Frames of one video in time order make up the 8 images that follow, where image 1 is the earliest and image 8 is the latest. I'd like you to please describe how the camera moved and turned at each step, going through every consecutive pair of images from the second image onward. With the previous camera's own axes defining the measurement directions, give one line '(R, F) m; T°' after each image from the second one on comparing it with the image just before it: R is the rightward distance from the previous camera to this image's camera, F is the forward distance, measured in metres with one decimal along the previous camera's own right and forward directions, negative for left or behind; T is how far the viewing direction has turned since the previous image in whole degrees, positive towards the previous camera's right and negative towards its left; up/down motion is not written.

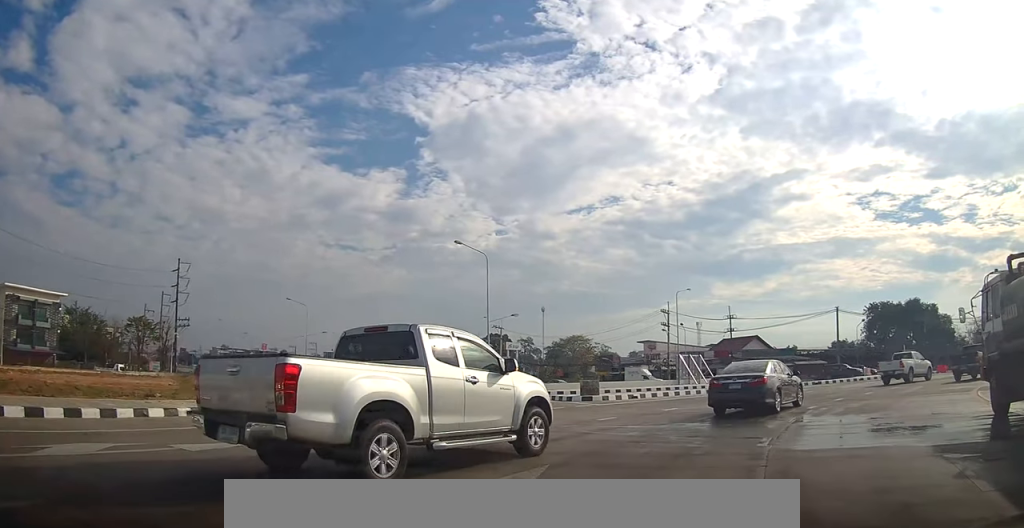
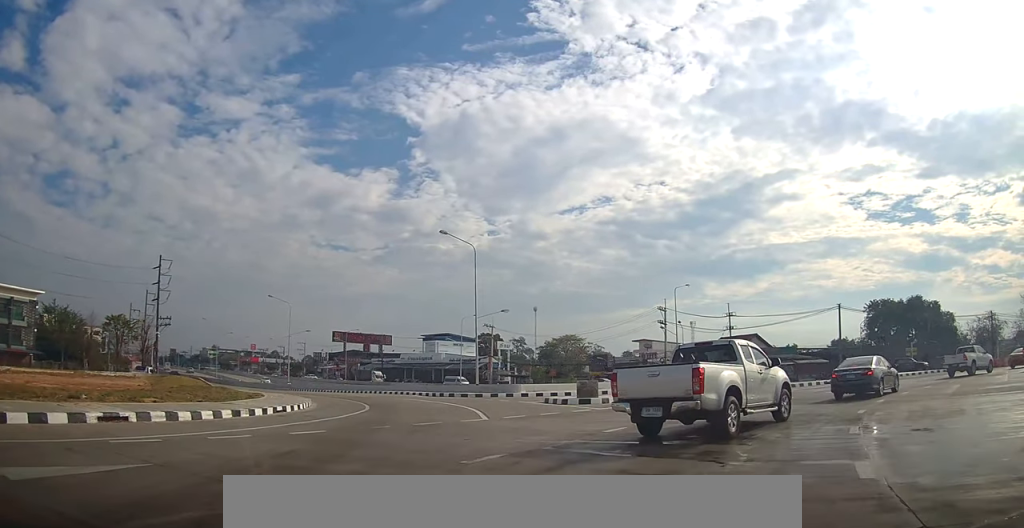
(+0.1, +3.2) m; -1°
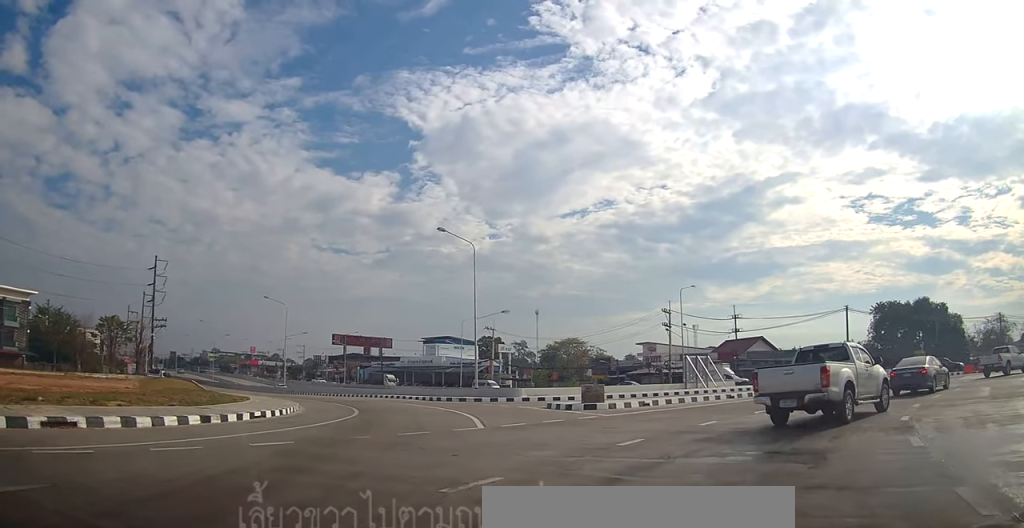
(0.0, +1.8) m; 0°
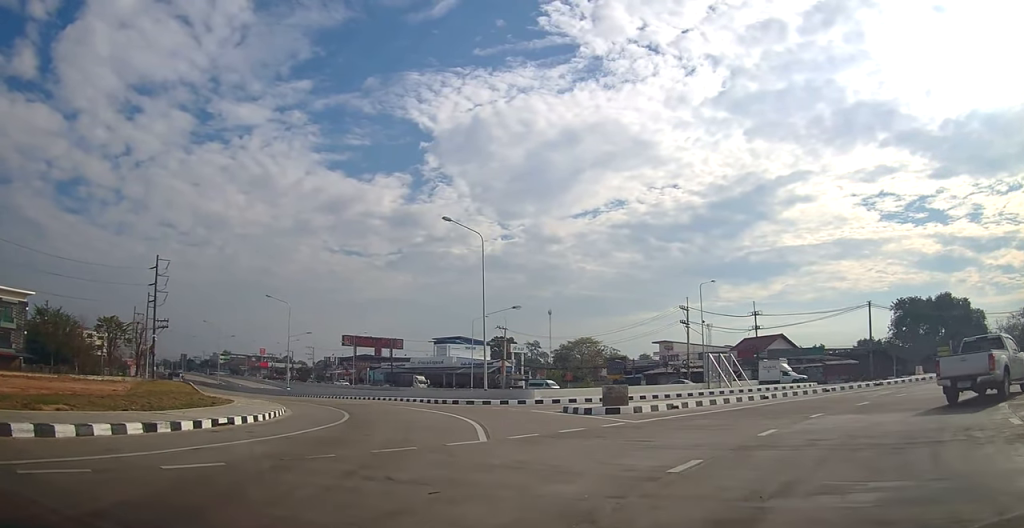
(-0.2, +2.8) m; +2°
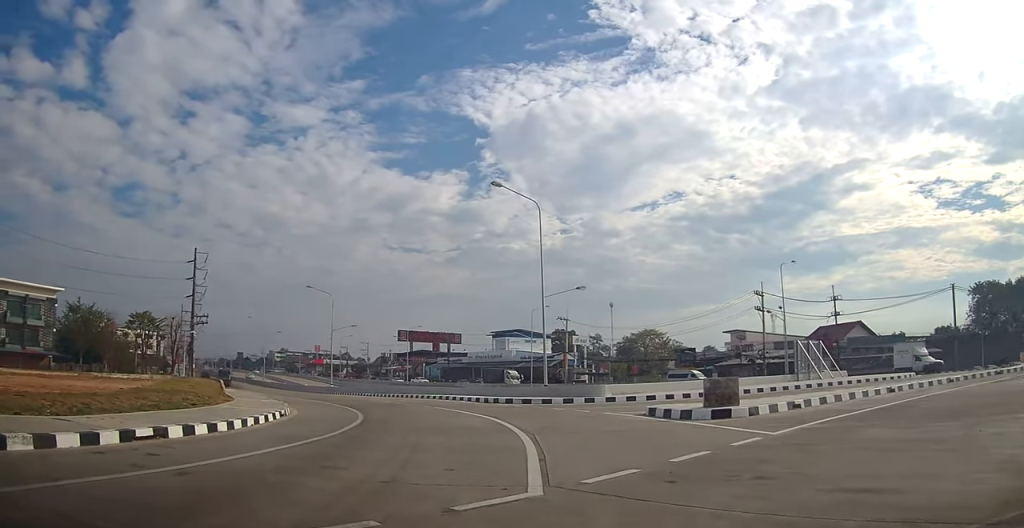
(+0.2, +5.7) m; -4°
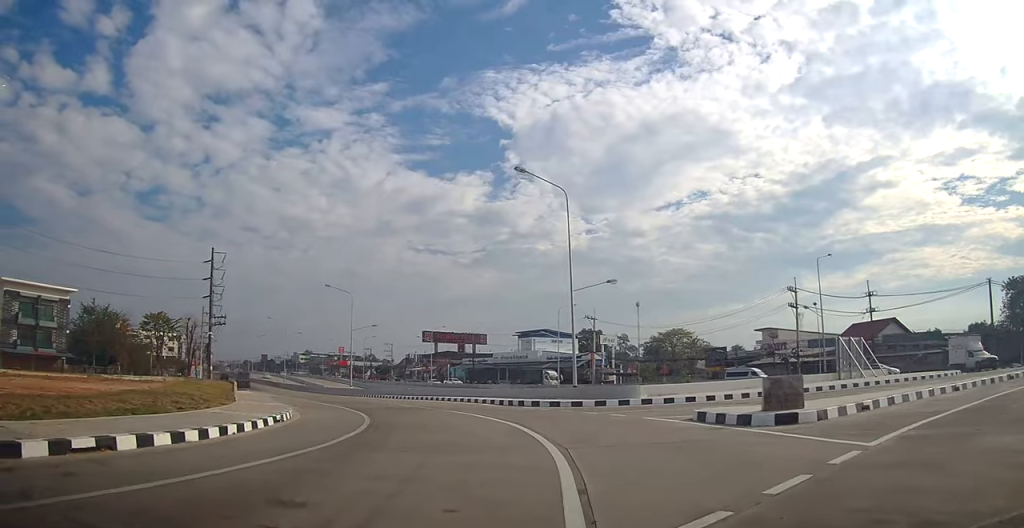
(-0.2, +2.2) m; -3°
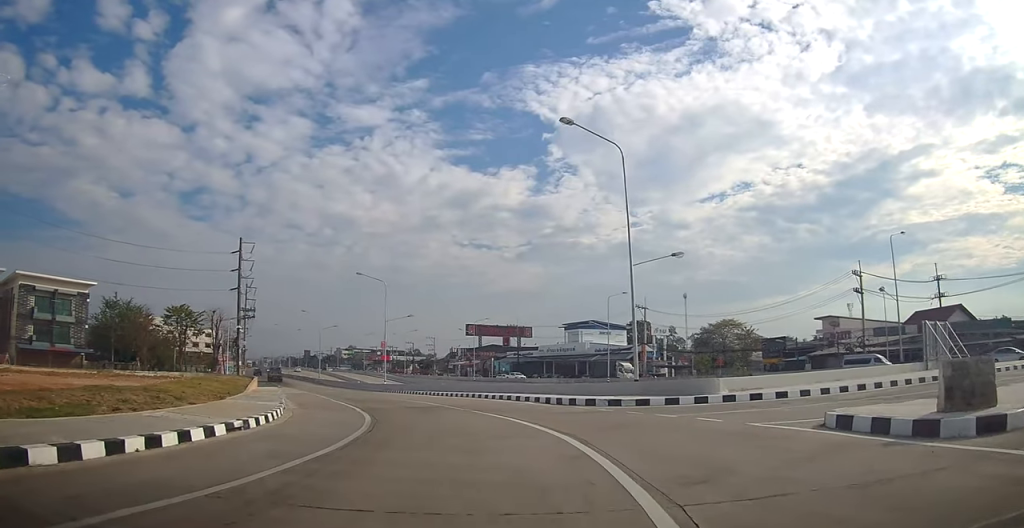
(-0.1, +4.6) m; -6°
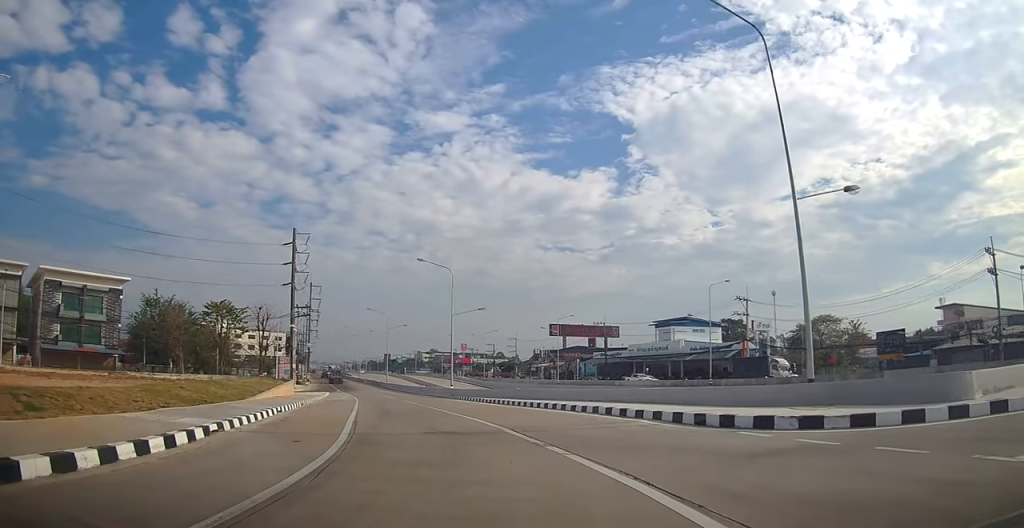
(-0.9, +8.0) m; -7°
